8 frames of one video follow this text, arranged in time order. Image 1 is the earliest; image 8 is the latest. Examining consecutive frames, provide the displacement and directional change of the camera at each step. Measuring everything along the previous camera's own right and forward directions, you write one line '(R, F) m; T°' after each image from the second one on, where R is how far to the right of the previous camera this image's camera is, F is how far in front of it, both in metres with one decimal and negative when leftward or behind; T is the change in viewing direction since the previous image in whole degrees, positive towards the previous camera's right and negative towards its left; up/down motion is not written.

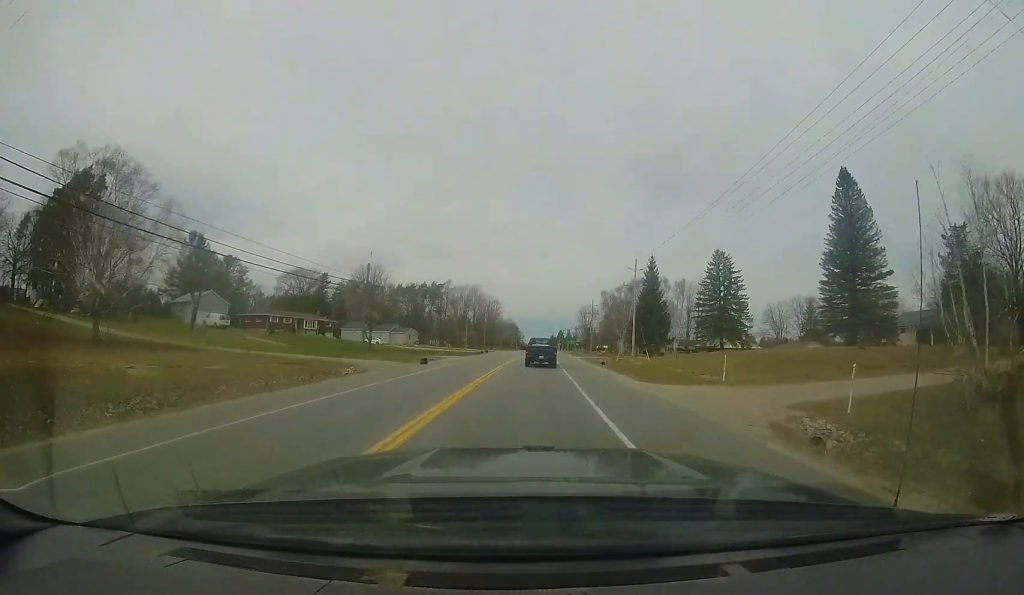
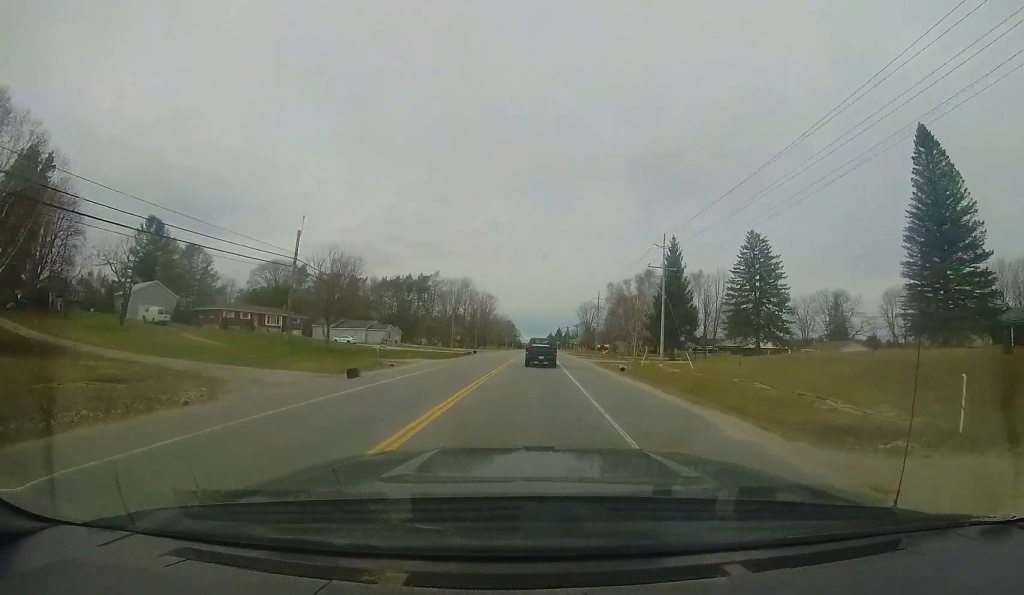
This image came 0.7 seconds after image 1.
(0.0, +11.3) m; -1°
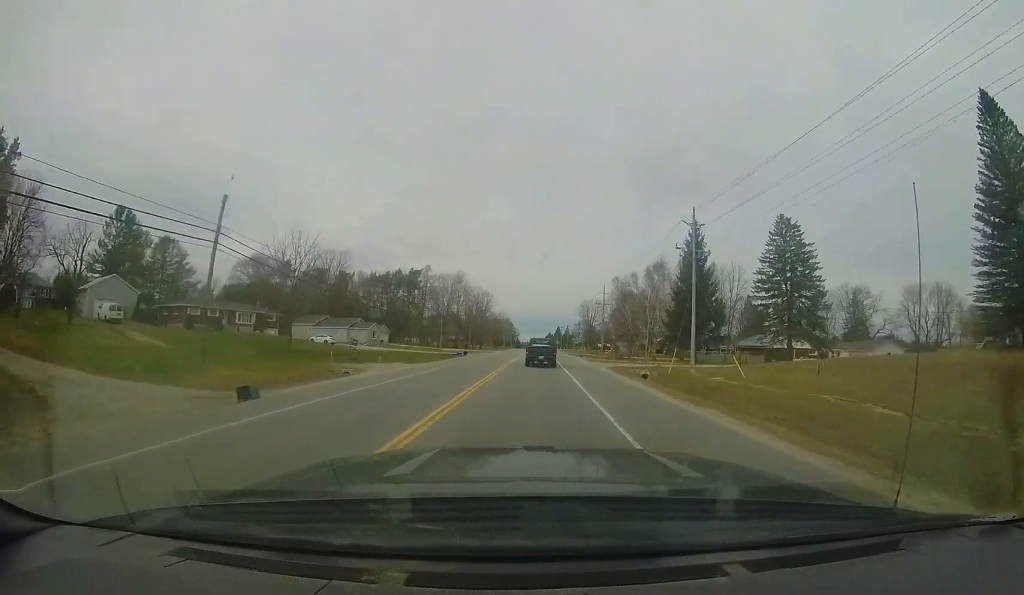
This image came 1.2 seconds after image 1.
(0.0, +7.2) m; -1°
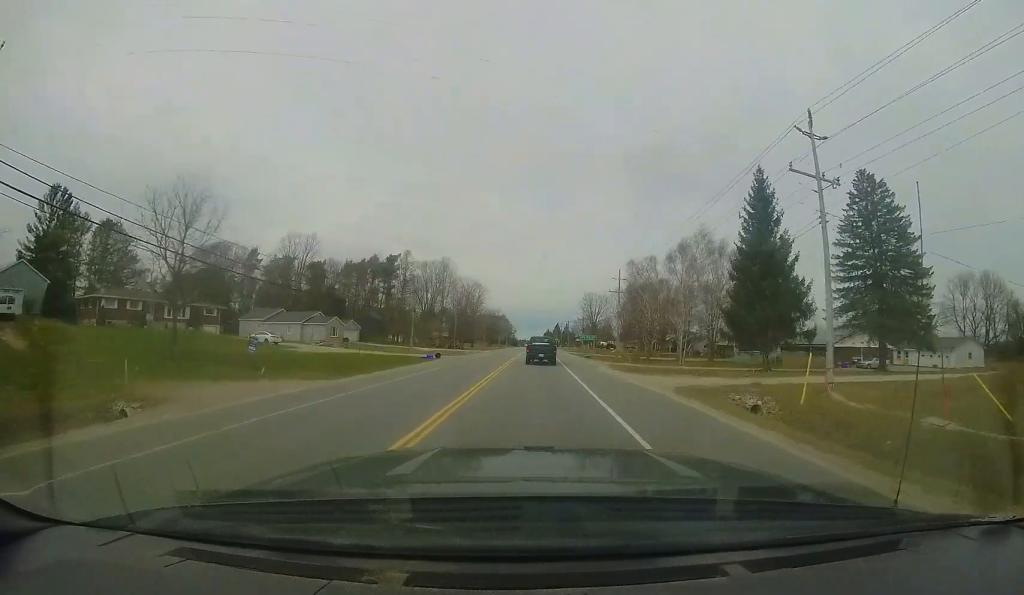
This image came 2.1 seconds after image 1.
(-0.3, +13.9) m; 0°
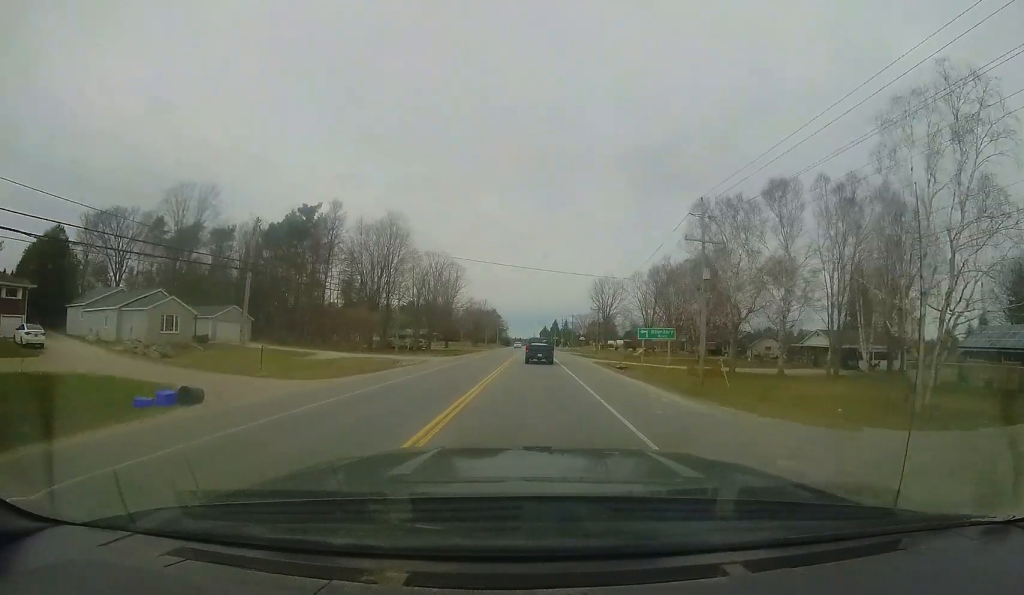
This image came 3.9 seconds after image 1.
(+0.4, +28.9) m; 0°
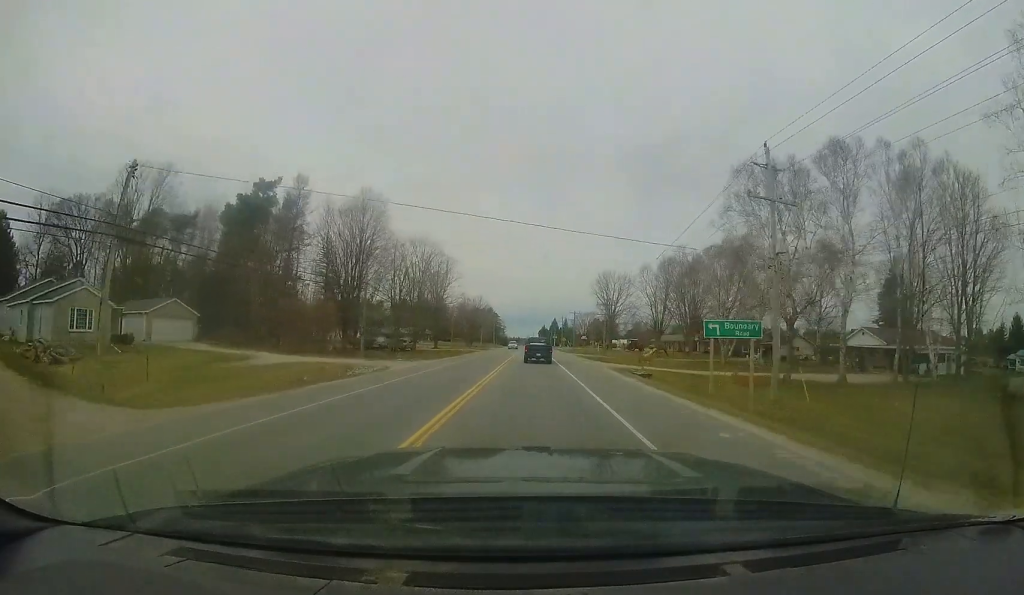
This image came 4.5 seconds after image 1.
(-0.1, +8.5) m; 0°
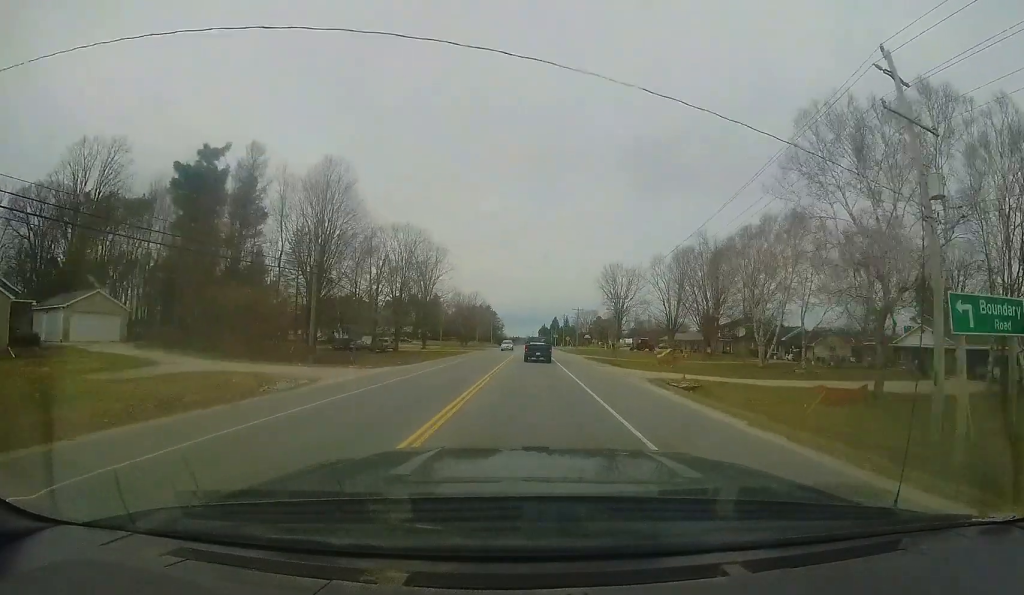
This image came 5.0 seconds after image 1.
(-0.2, +8.5) m; +1°
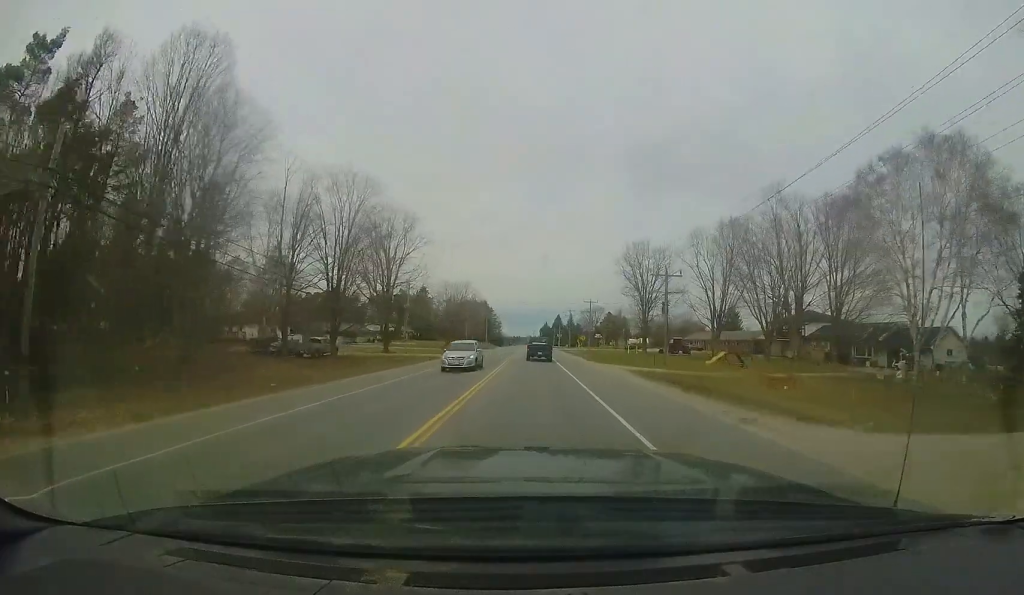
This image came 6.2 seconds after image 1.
(+0.6, +19.1) m; +3°
